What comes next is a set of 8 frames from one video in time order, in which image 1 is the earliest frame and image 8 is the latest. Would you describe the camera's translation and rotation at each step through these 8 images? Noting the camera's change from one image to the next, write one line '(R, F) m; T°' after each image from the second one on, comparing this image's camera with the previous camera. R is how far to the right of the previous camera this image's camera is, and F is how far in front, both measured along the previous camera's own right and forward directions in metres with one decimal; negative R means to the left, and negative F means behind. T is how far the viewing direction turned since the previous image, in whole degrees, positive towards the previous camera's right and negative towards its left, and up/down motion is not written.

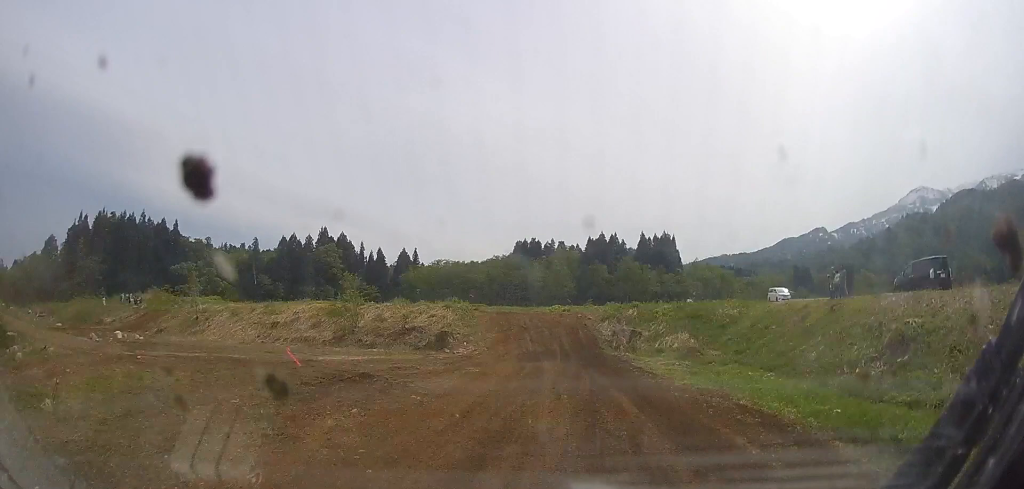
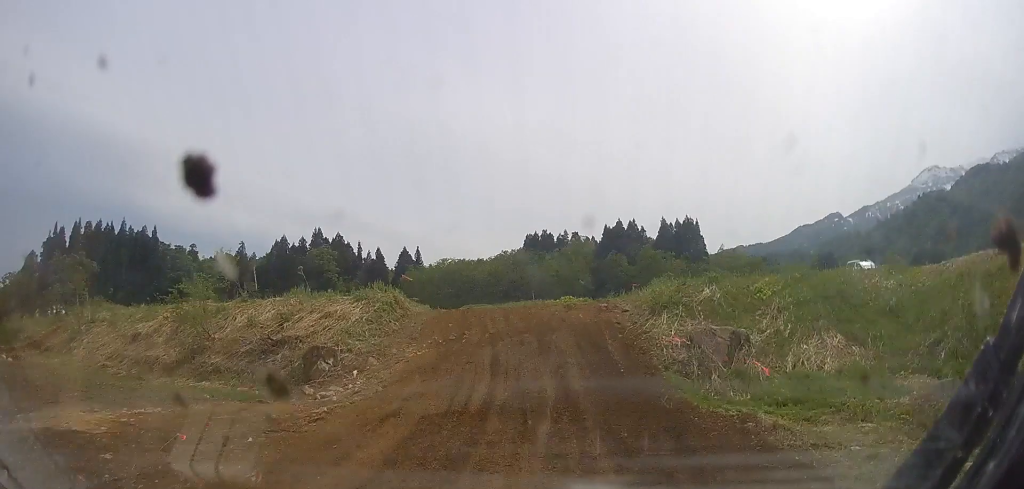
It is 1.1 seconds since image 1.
(-0.9, +13.8) m; -9°
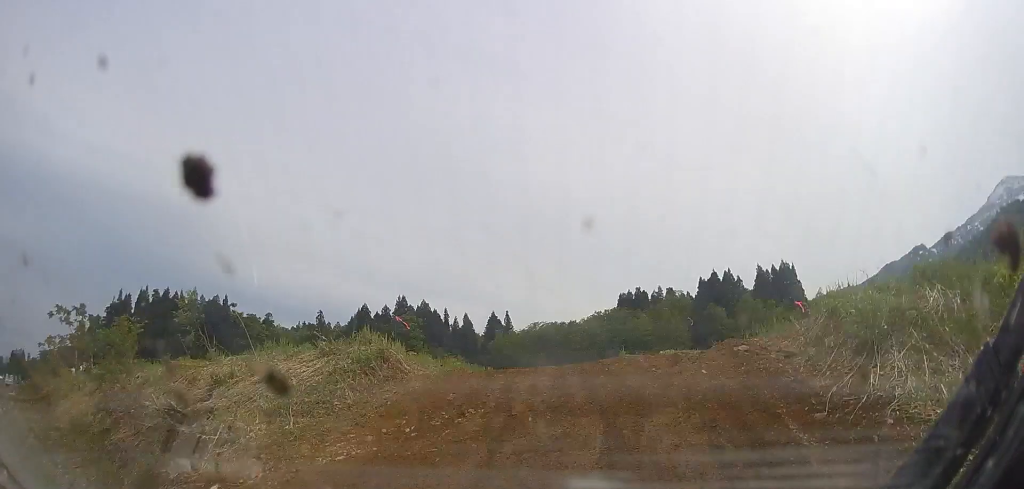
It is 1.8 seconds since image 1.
(-0.6, +8.5) m; -5°
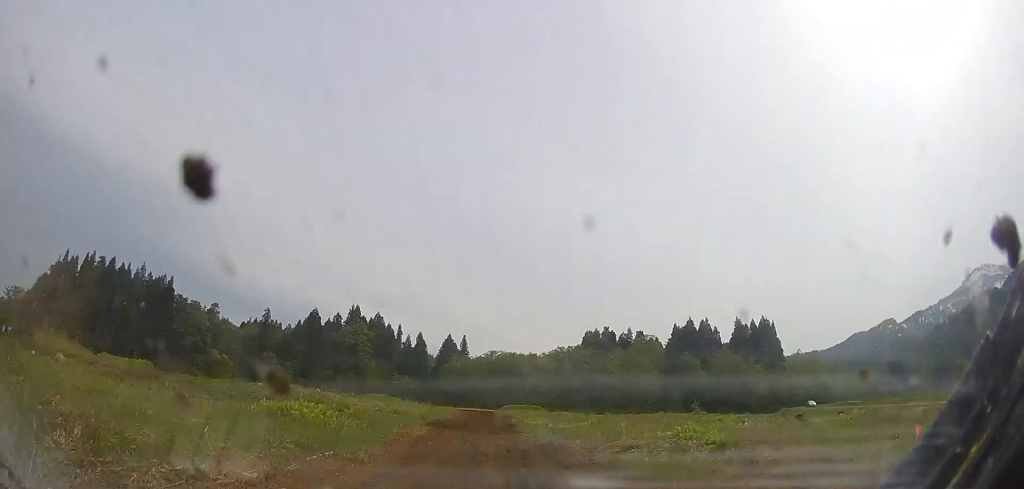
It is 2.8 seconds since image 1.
(-0.2, +11.1) m; -1°
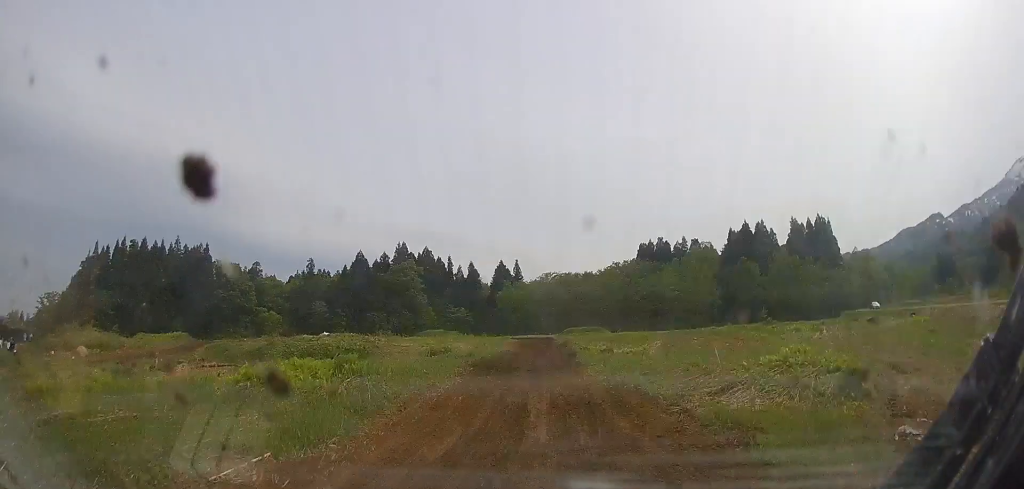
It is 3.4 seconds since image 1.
(0.0, +5.7) m; 0°
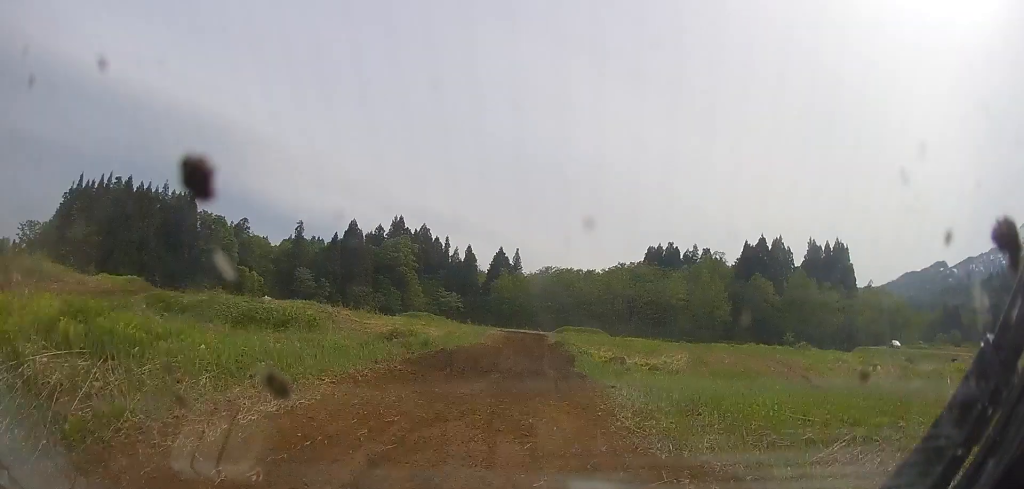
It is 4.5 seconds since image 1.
(-0.1, +9.2) m; -4°
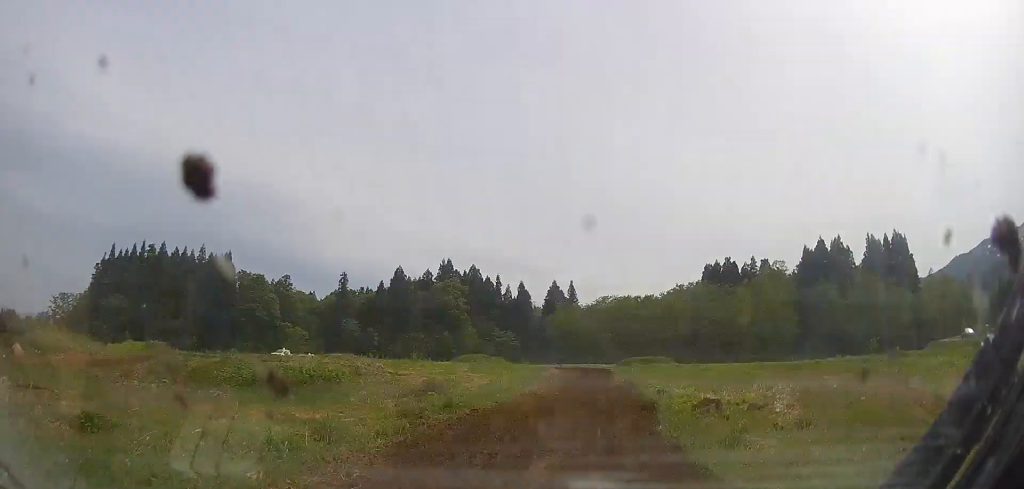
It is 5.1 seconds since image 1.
(-0.2, +5.5) m; -2°
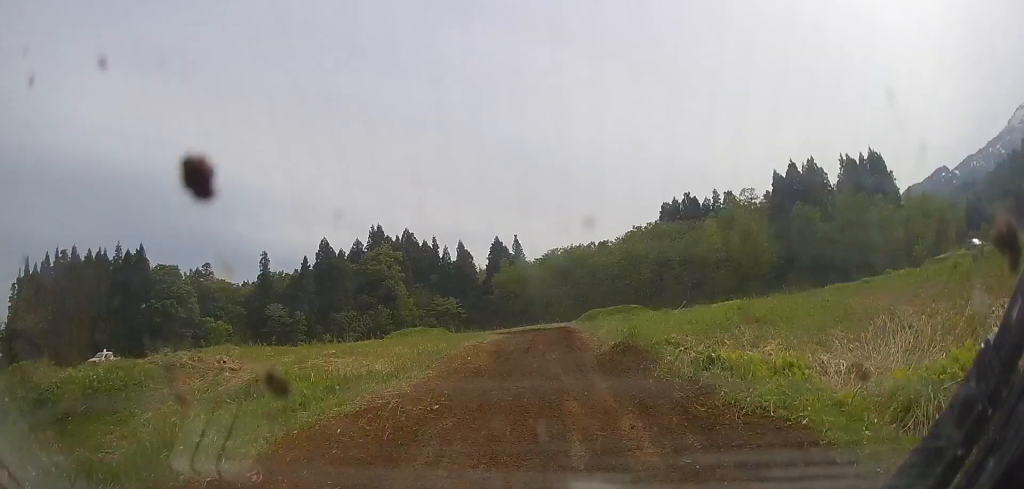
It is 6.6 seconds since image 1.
(-0.4, +14.2) m; -2°
